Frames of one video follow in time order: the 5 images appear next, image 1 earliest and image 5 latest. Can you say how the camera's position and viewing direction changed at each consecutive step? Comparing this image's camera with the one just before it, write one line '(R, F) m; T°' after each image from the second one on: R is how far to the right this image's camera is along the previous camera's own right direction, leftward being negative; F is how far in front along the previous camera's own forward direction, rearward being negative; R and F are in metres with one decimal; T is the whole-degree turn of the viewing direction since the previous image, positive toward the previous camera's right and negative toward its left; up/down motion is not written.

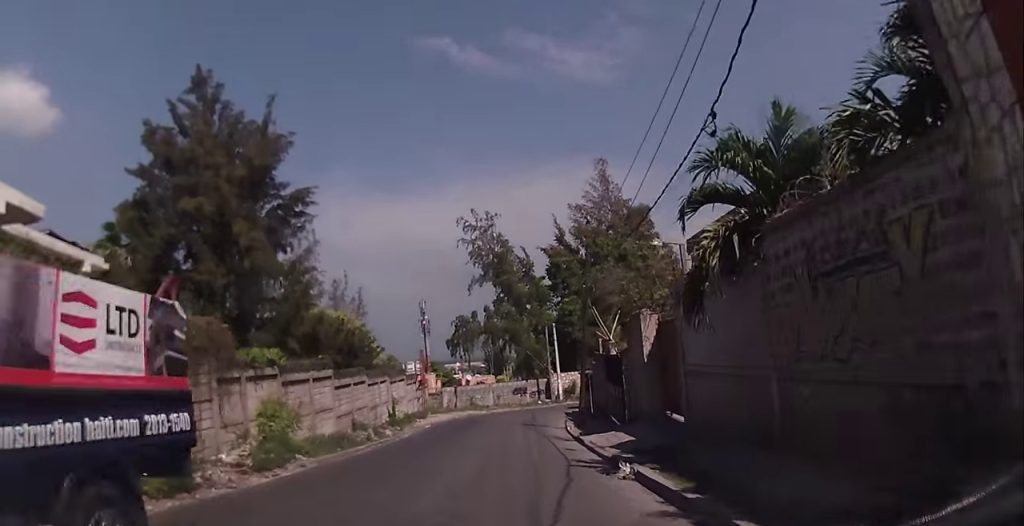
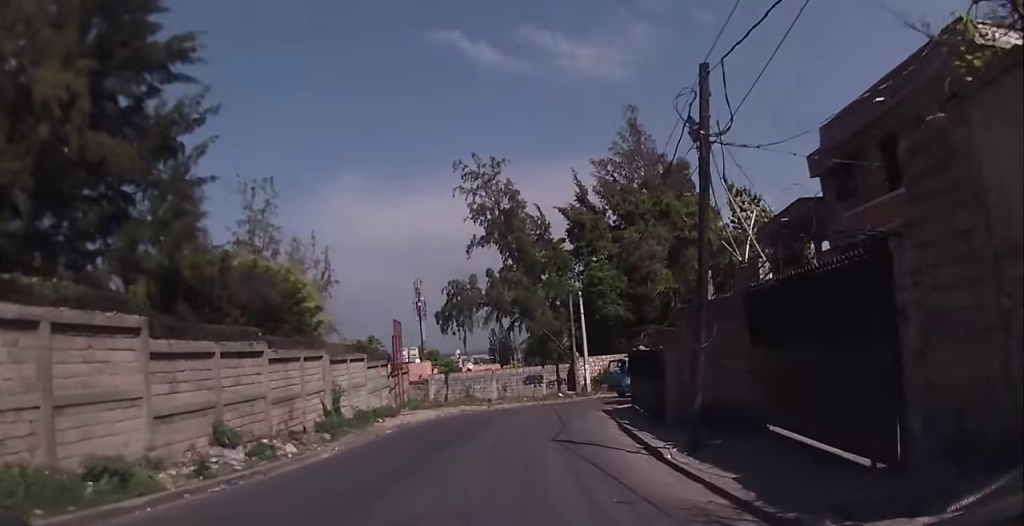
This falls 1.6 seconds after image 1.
(+0.1, +15.5) m; +1°
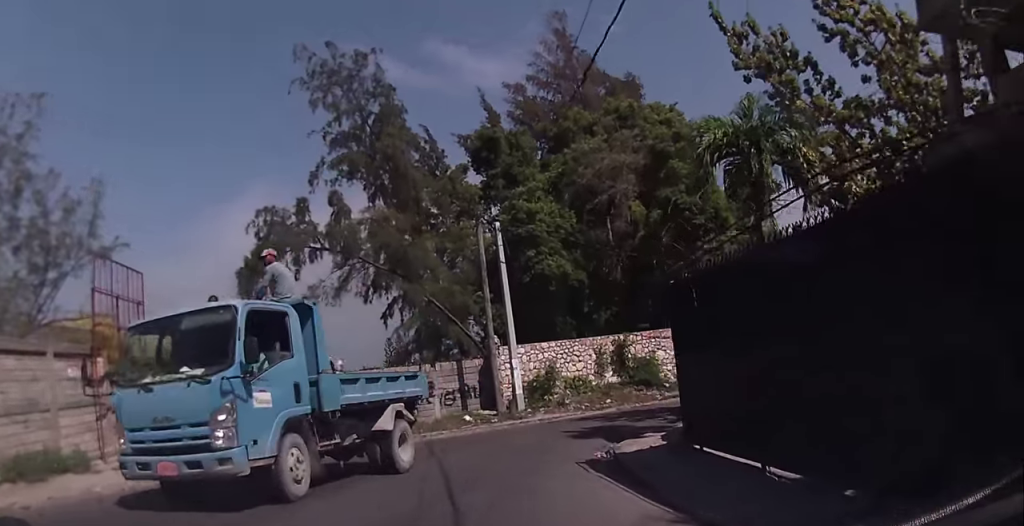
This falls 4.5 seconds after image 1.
(+0.4, +21.1) m; +2°
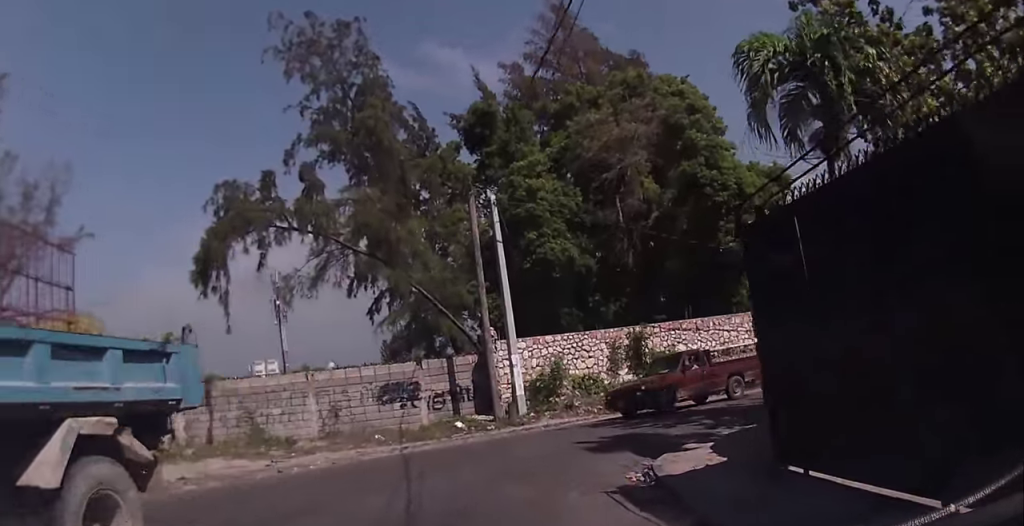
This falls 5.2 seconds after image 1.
(+0.1, +3.4) m; +3°
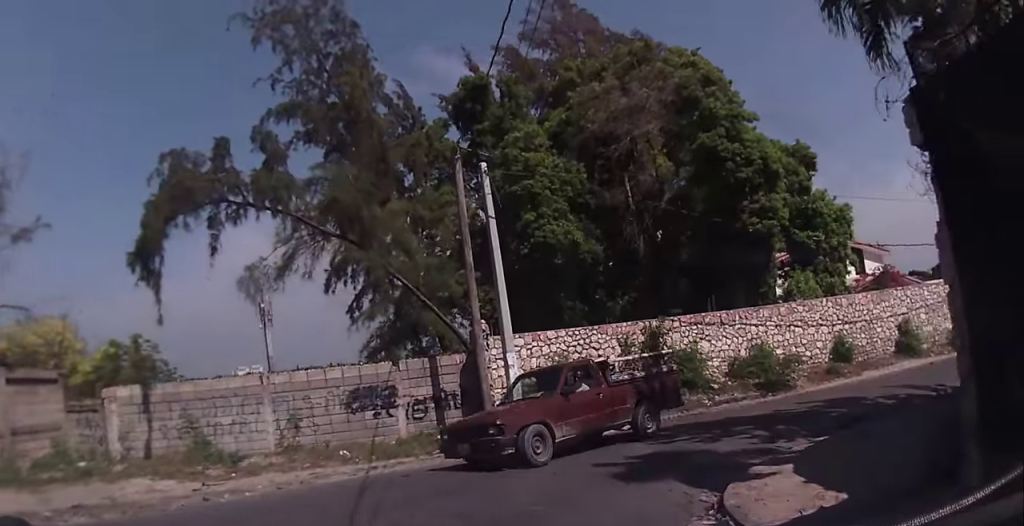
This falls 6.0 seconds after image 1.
(+0.1, +3.5) m; +4°
